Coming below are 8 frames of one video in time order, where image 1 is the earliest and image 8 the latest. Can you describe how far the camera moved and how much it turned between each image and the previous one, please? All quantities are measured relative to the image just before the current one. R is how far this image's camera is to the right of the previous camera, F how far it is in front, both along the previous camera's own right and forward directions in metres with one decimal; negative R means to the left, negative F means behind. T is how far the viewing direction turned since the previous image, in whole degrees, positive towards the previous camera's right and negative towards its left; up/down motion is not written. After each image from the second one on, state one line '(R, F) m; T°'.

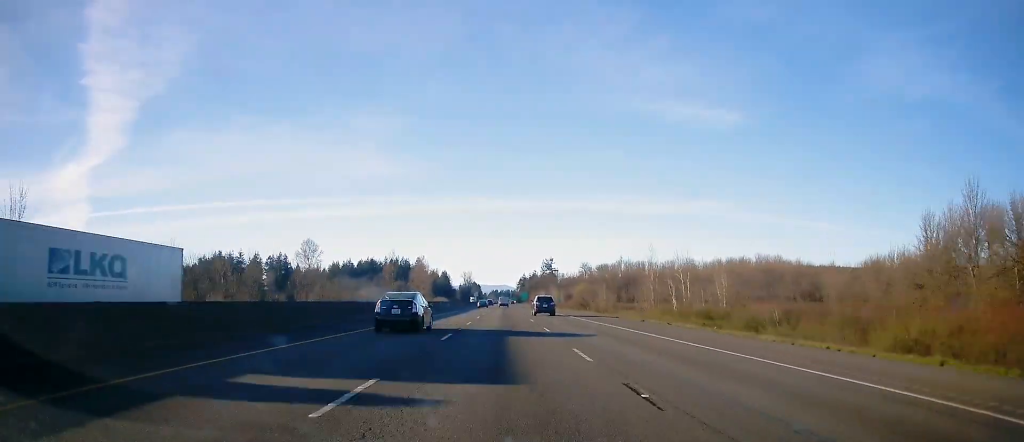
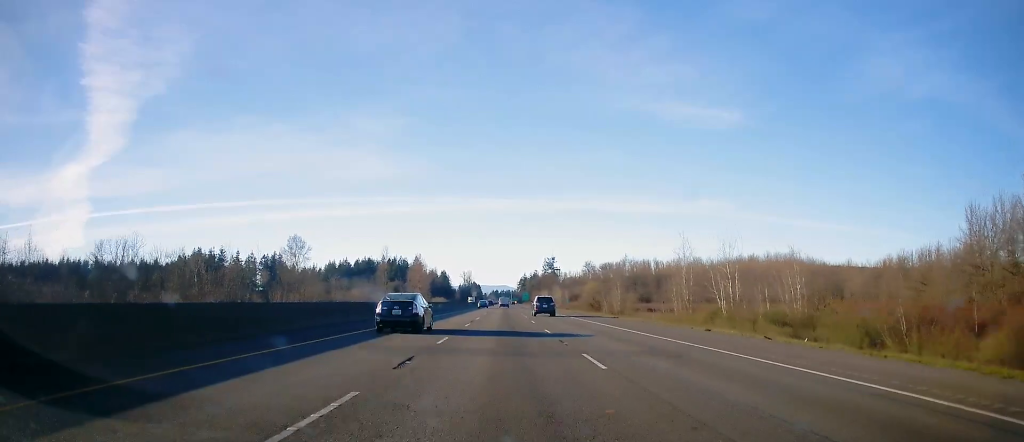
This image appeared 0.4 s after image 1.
(0.0, +13.3) m; 0°
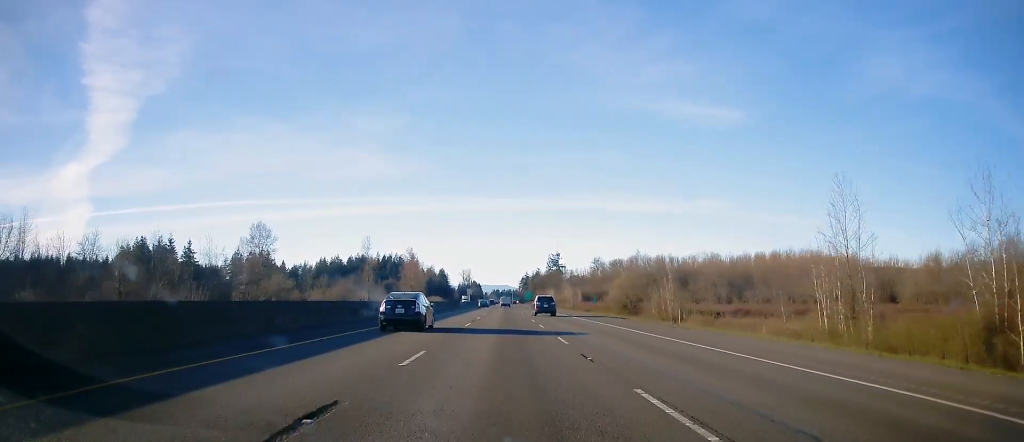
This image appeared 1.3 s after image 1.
(-0.2, +29.9) m; -1°
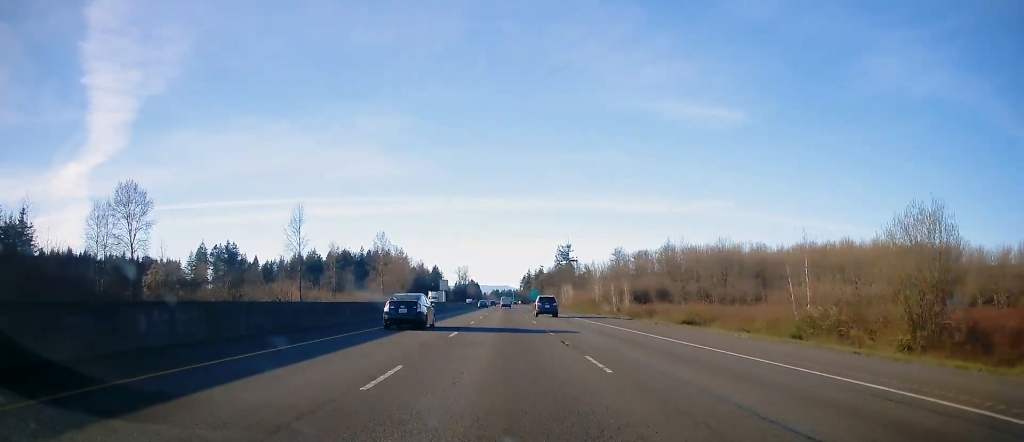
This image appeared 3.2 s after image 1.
(+0.4, +62.2) m; +1°
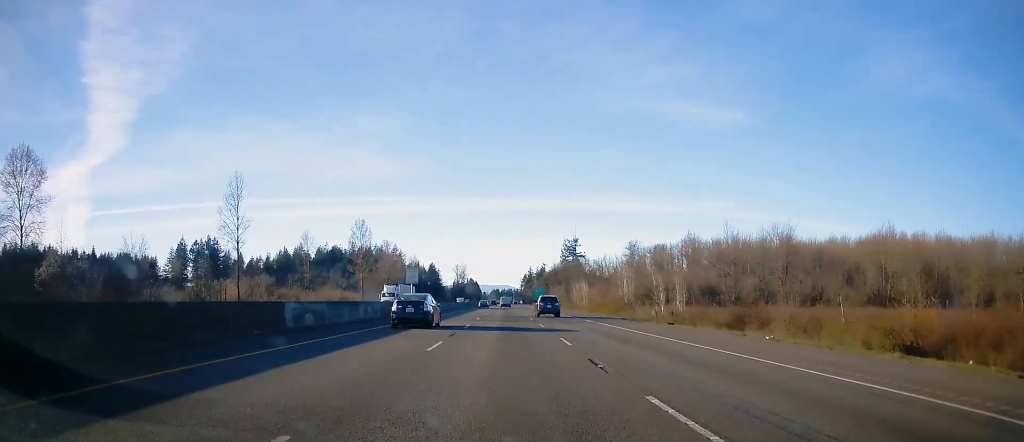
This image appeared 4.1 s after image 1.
(0.0, +30.0) m; 0°
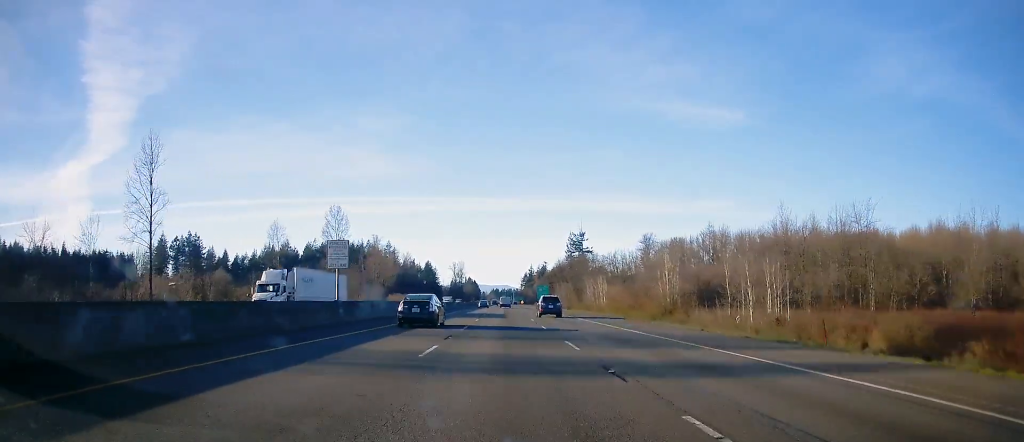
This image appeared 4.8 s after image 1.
(0.0, +25.6) m; 0°
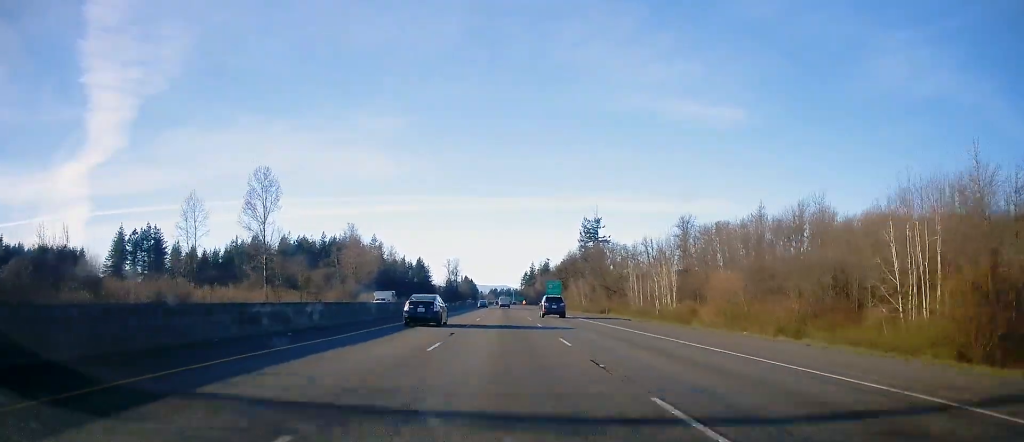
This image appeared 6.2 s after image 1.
(-0.2, +46.6) m; 0°
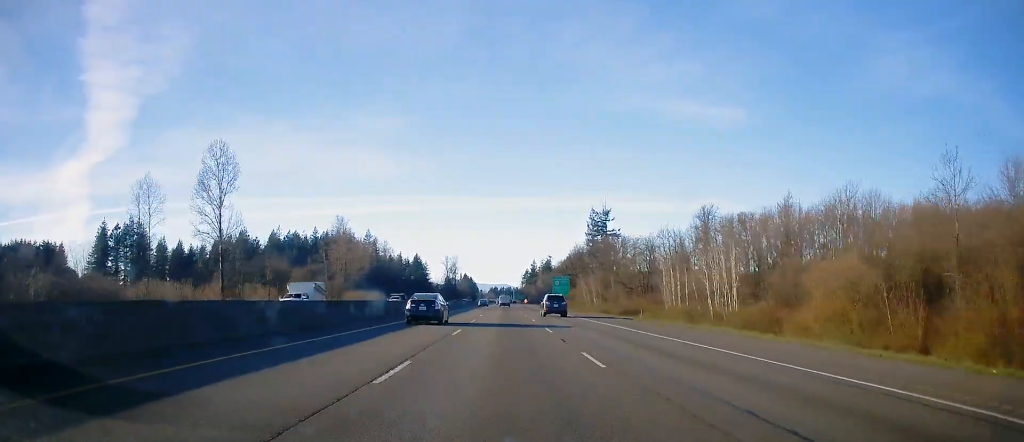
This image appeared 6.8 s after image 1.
(+0.1, +17.8) m; 0°
